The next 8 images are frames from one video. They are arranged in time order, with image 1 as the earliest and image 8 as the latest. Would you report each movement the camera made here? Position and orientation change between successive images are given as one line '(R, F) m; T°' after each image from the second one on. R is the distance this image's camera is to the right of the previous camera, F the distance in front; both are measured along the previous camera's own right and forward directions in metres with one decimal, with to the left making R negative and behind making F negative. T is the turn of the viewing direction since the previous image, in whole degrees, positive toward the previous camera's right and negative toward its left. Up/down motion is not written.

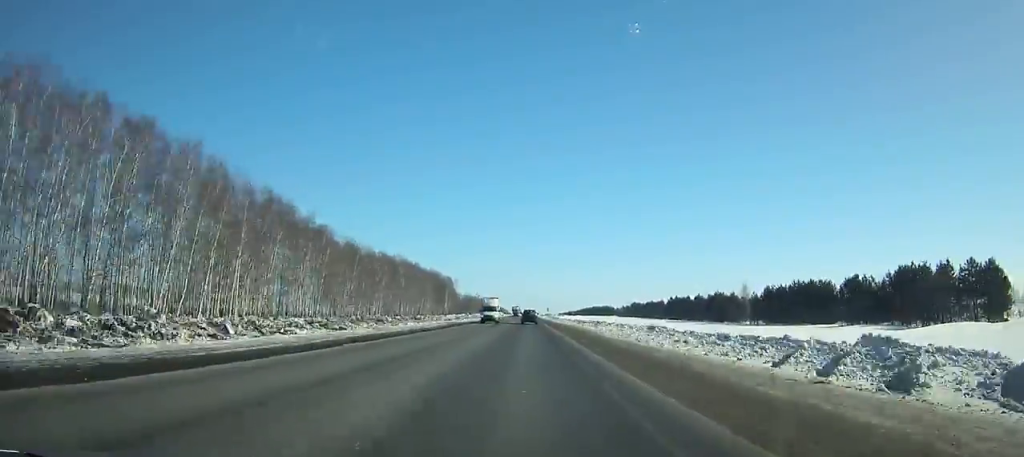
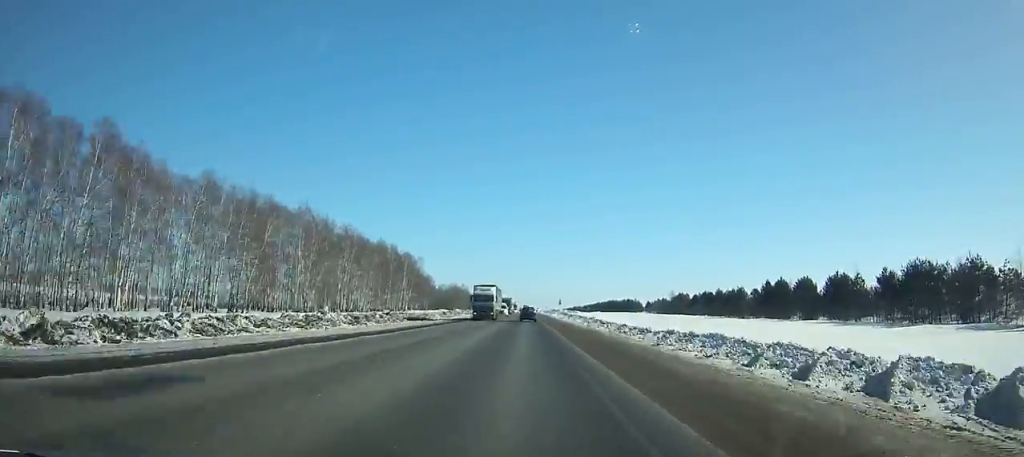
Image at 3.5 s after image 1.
(+0.3, +99.3) m; 0°
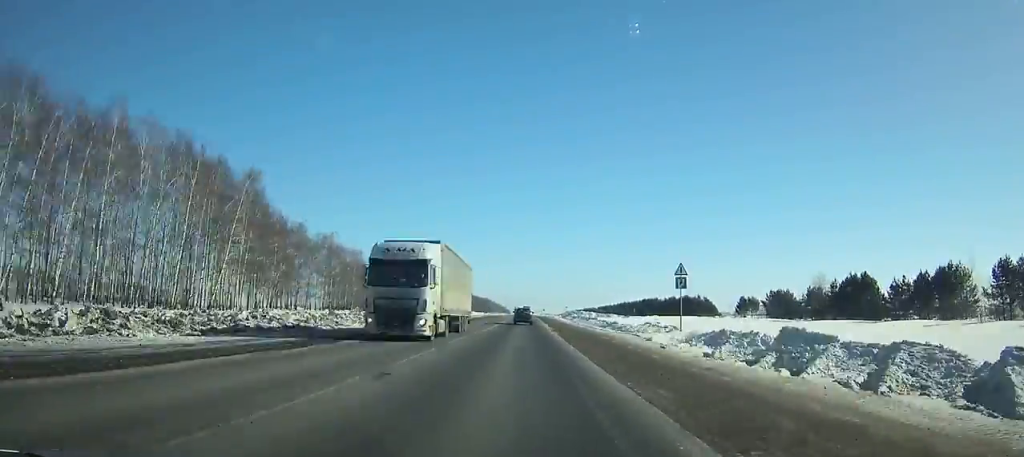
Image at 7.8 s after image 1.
(-0.1, +122.2) m; 0°
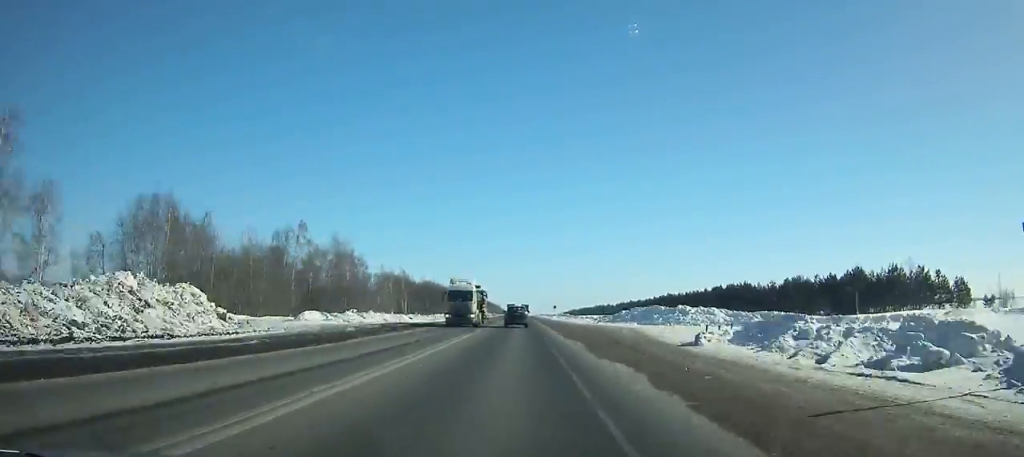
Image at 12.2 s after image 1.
(+0.4, +121.0) m; 0°
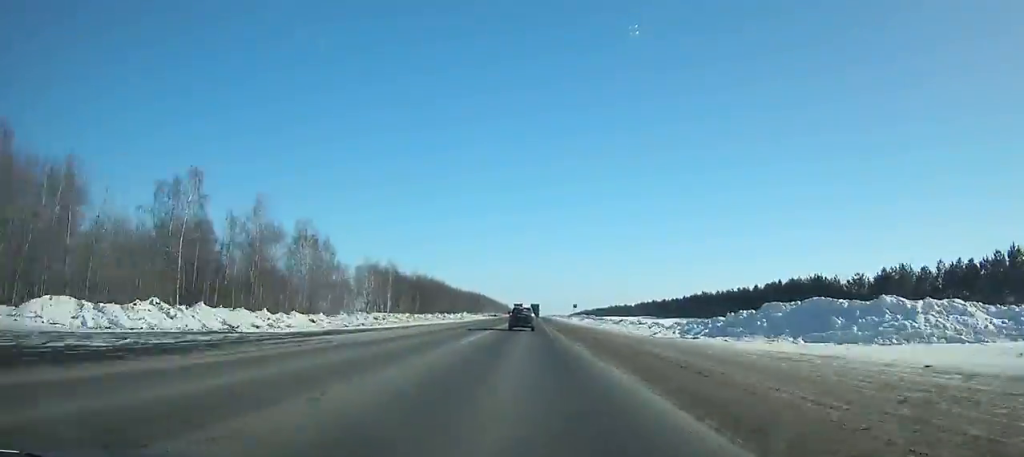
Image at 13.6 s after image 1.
(-0.1, +35.5) m; 0°
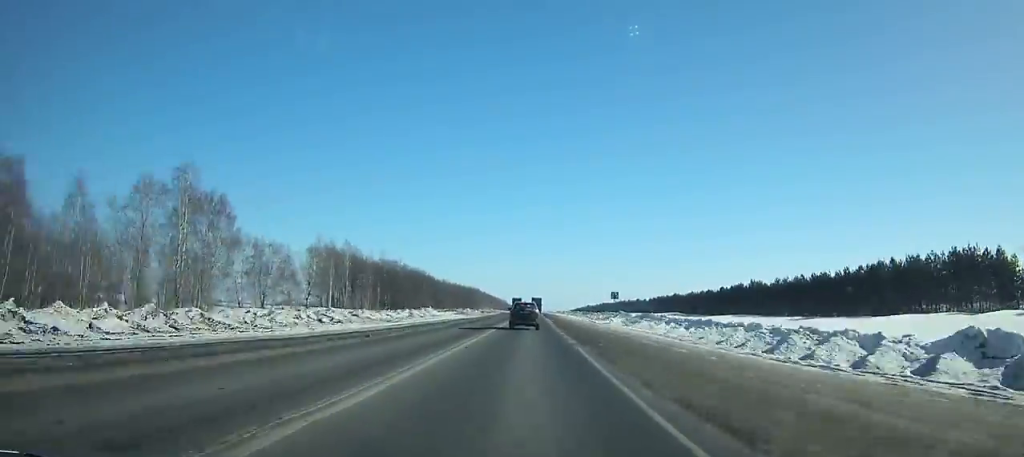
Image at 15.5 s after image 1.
(-0.2, +47.4) m; 0°
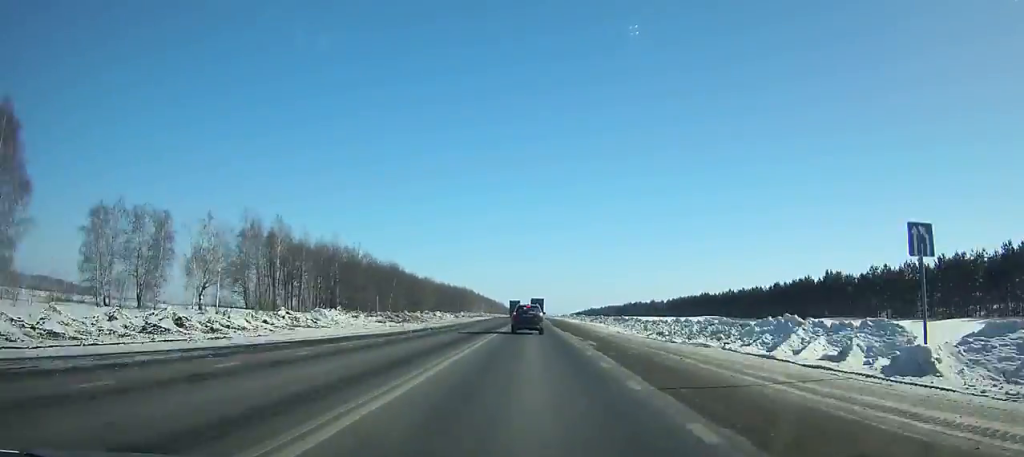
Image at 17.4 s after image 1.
(+0.4, +42.8) m; 0°
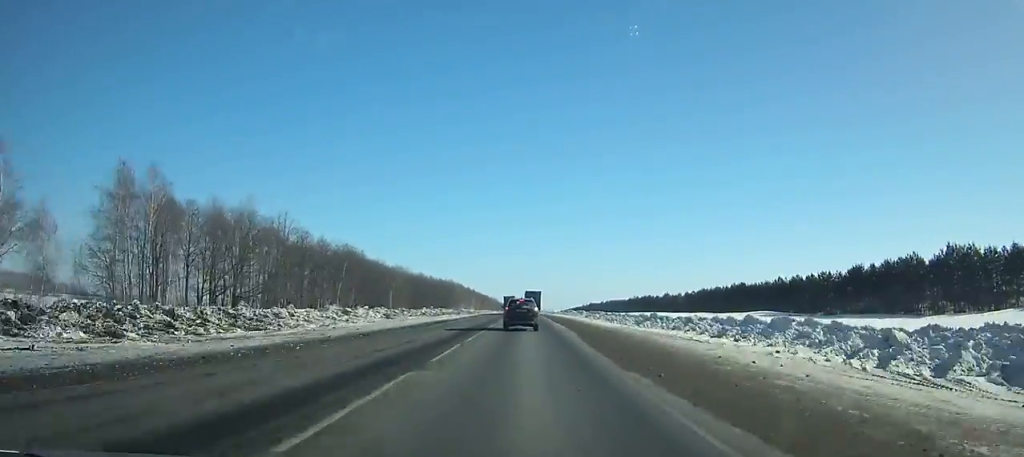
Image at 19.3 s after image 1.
(+0.1, +39.9) m; 0°
